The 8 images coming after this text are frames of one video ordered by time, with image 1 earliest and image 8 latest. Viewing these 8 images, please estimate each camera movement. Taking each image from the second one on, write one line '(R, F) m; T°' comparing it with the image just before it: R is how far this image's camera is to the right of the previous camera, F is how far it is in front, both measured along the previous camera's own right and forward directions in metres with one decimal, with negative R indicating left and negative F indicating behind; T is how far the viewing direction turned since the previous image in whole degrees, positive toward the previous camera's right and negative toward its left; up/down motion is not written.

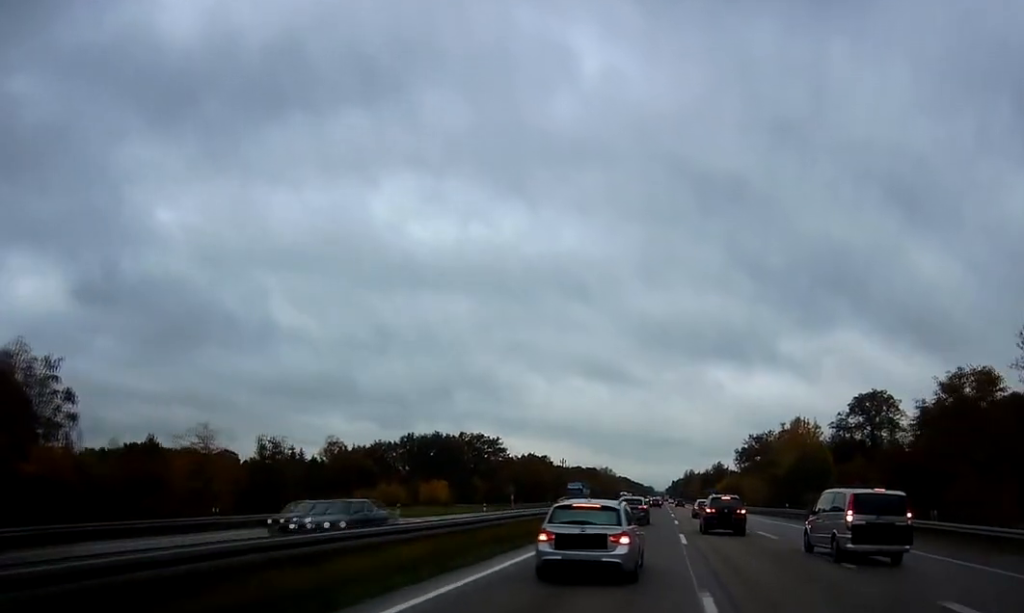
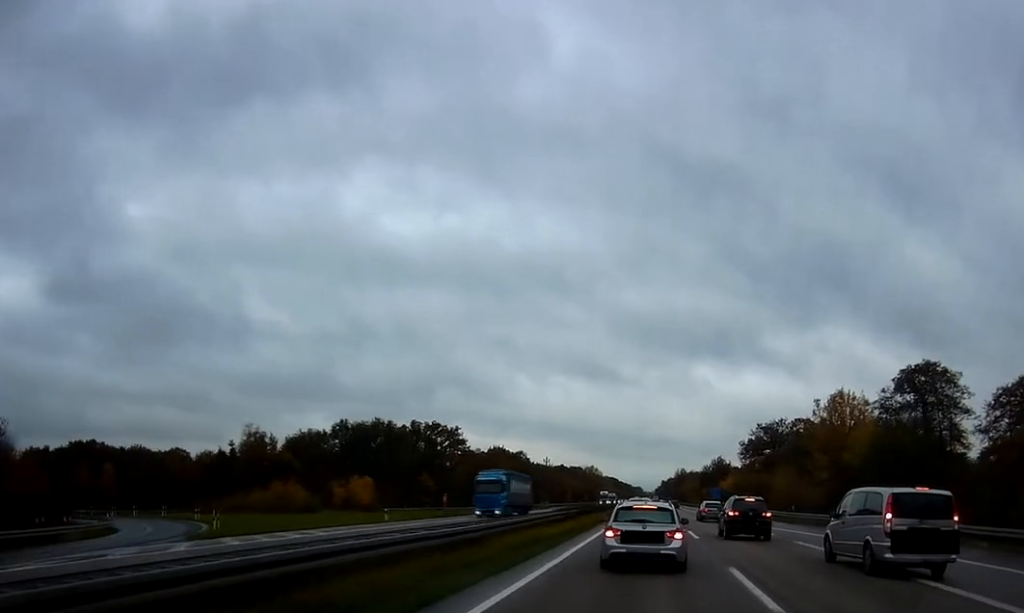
(-0.4, +32.0) m; -1°
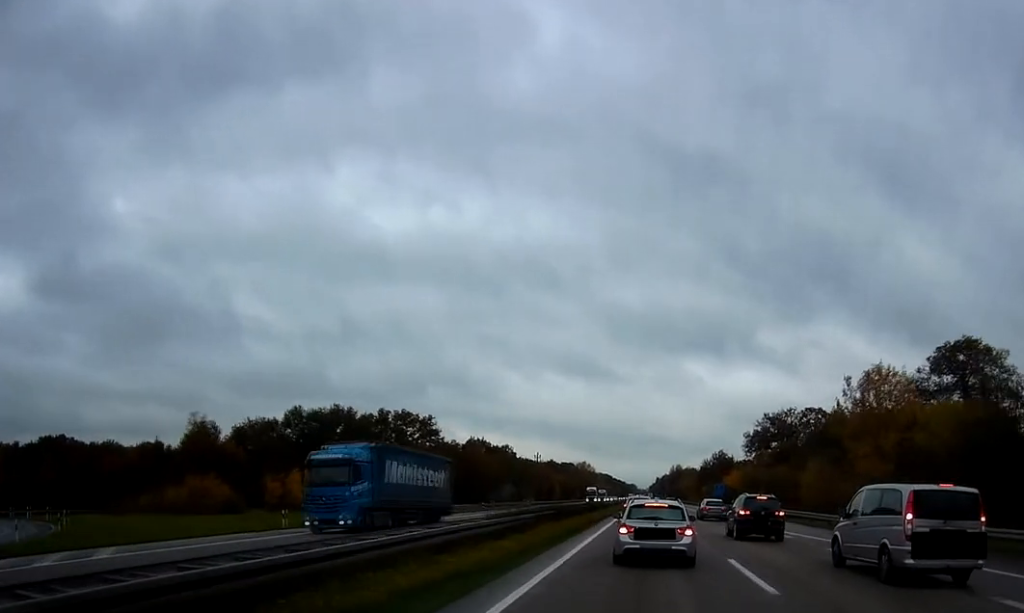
(0.0, +17.0) m; 0°
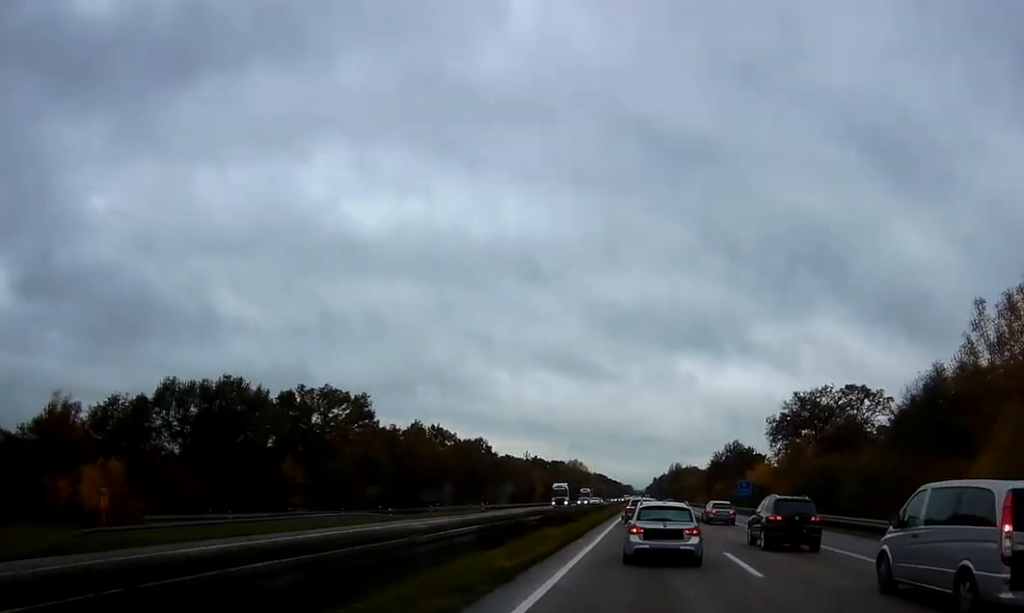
(-0.1, +34.2) m; 0°
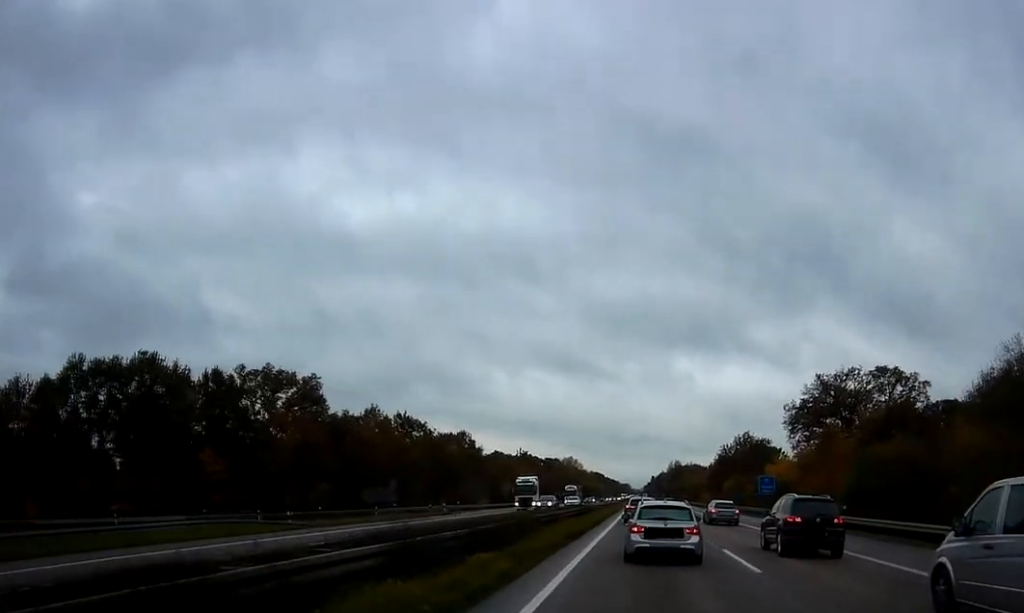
(0.0, +17.6) m; 0°
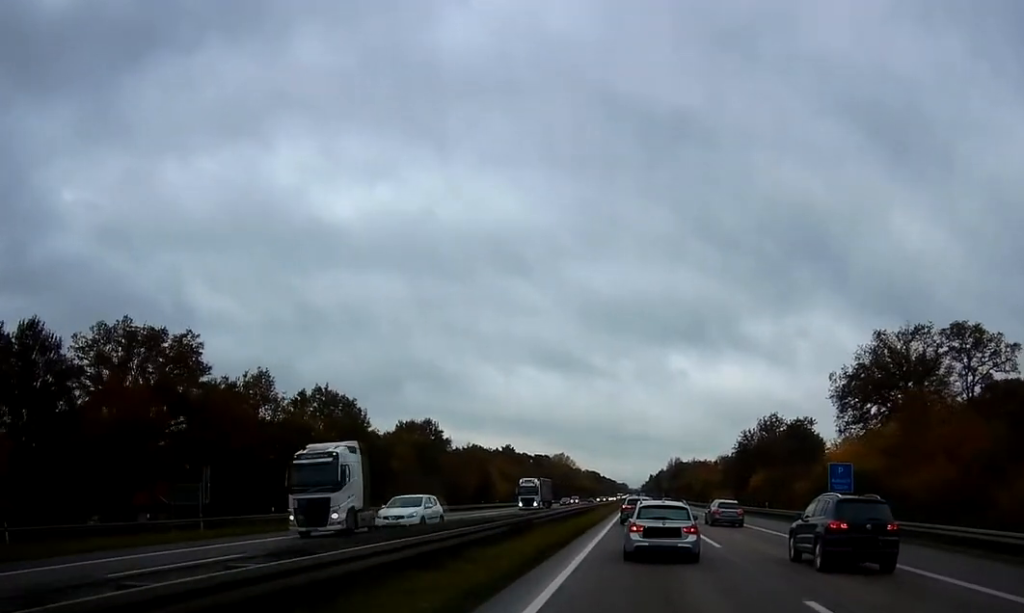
(+0.3, +28.8) m; +2°
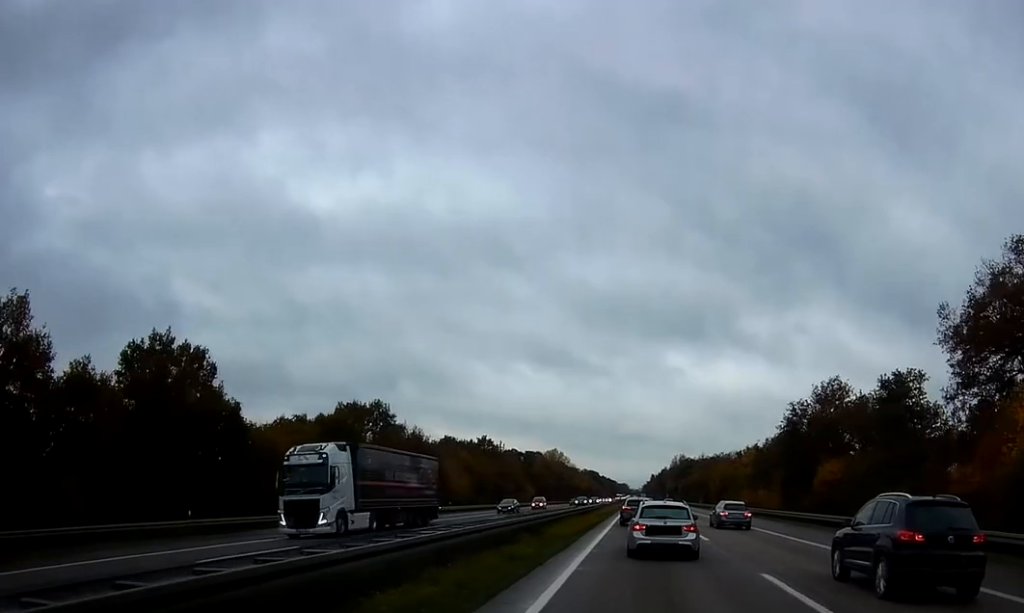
(+0.4, +32.4) m; 0°
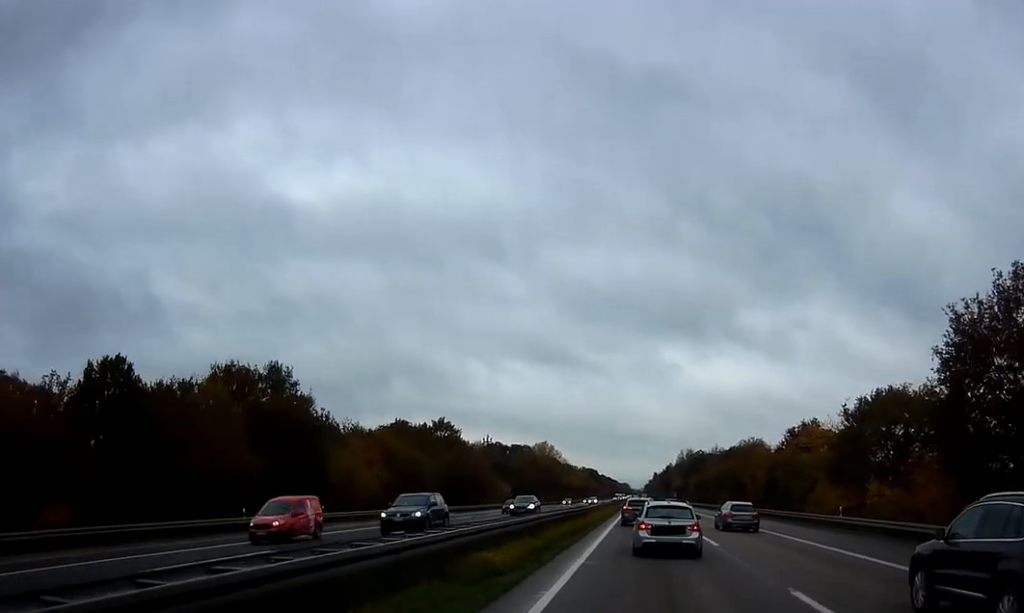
(-0.2, +38.9) m; 0°
